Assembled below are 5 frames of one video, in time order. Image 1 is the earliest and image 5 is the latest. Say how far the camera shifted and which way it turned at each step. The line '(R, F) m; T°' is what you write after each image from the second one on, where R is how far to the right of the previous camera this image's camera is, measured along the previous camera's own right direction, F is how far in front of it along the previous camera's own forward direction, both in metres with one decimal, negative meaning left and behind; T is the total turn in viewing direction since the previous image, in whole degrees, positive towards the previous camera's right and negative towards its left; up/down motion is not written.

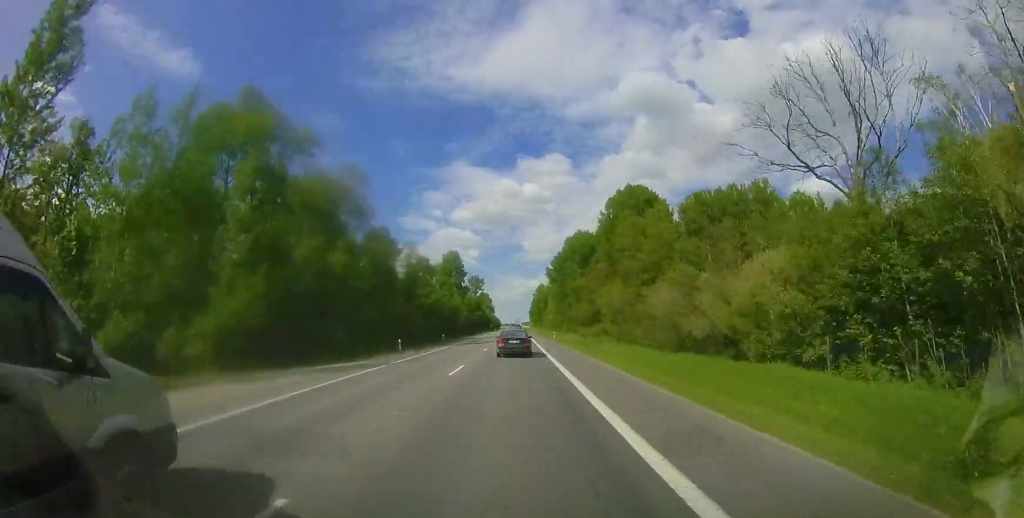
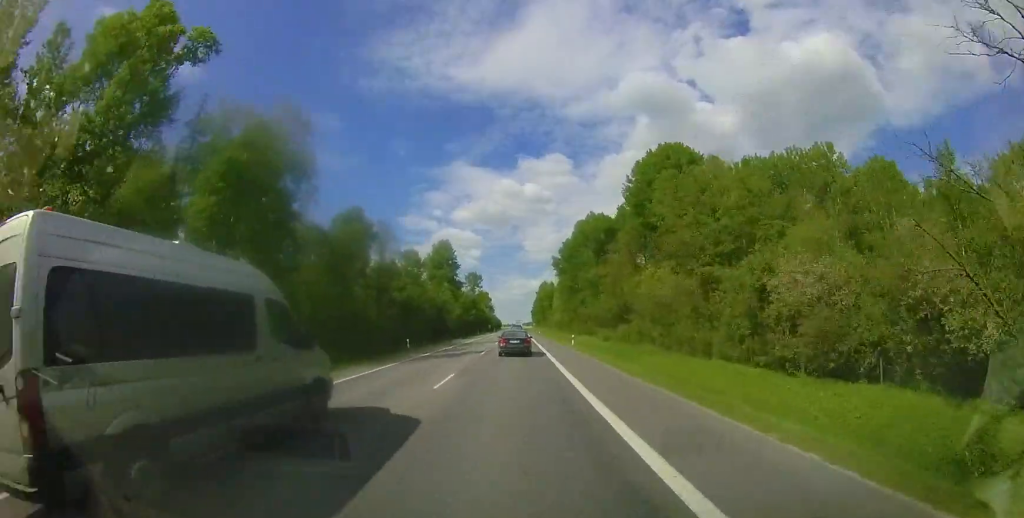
(0.0, +14.8) m; 0°
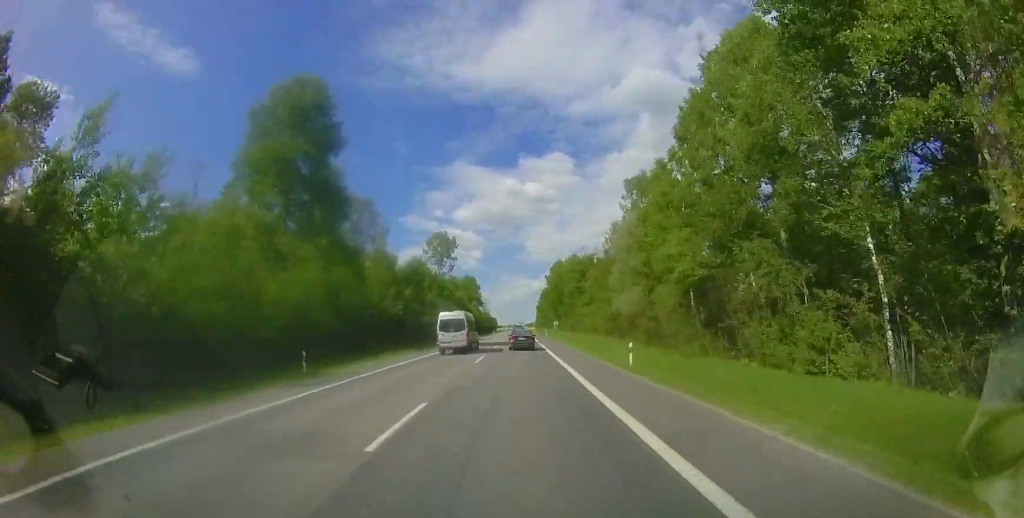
(+0.2, +66.7) m; 0°
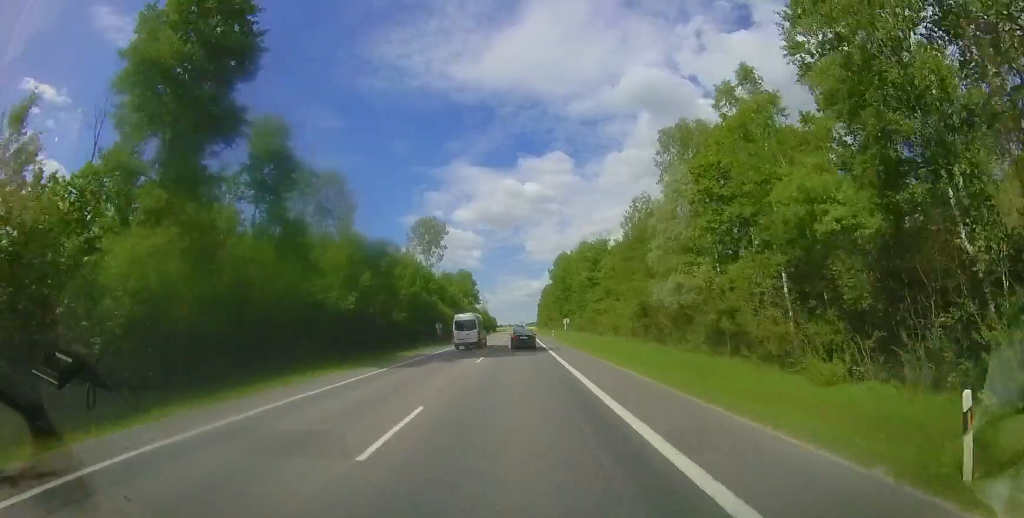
(-0.2, +12.2) m; 0°
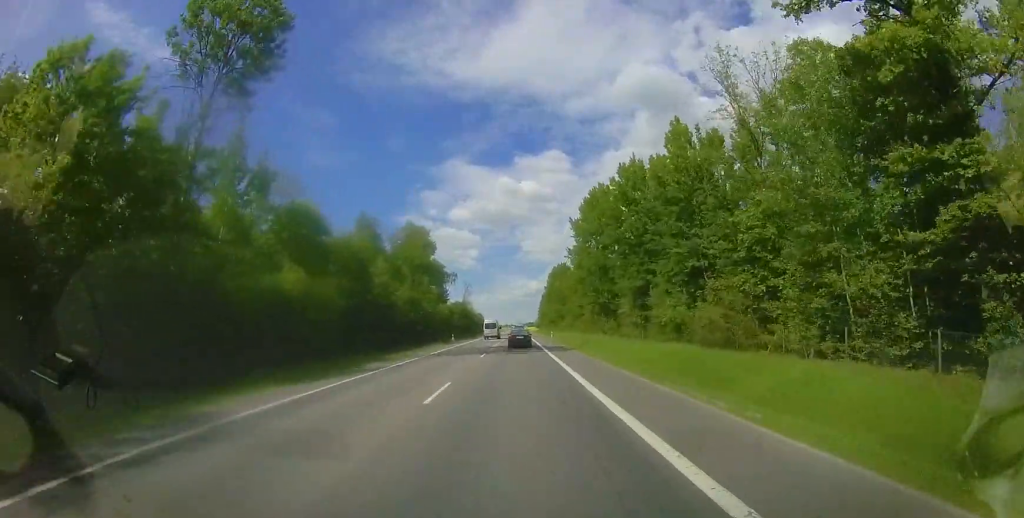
(+0.9, +57.3) m; +1°
